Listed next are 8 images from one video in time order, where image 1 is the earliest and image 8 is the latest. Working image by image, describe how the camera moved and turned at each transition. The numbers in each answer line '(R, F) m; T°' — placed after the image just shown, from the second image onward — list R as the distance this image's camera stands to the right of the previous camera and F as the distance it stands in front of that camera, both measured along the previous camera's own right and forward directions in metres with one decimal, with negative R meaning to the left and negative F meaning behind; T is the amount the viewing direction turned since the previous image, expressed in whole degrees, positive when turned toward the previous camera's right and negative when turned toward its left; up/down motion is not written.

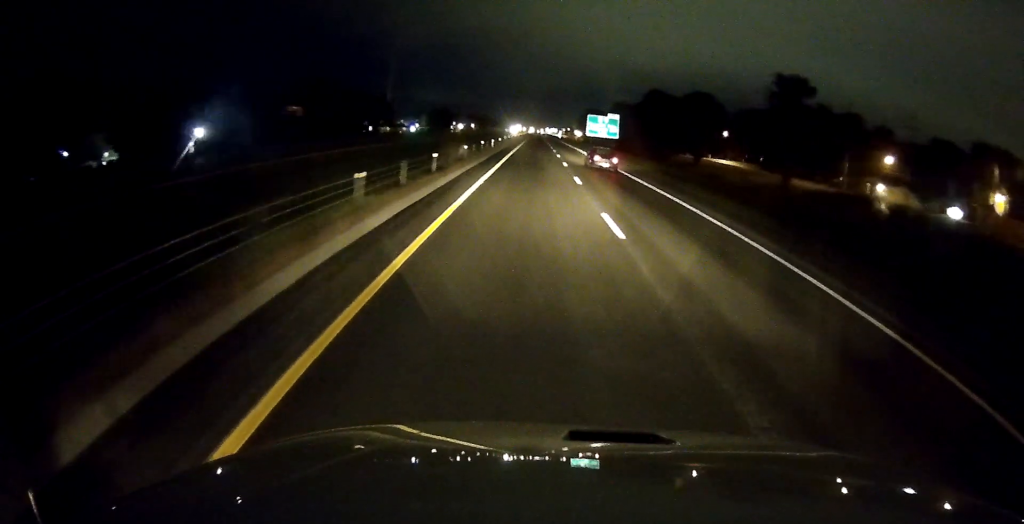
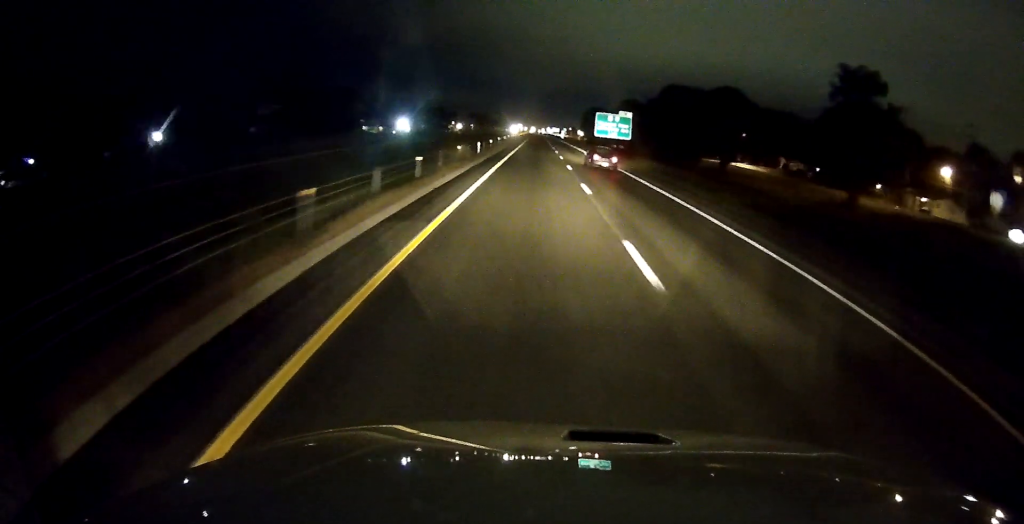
(0.0, +16.0) m; 0°
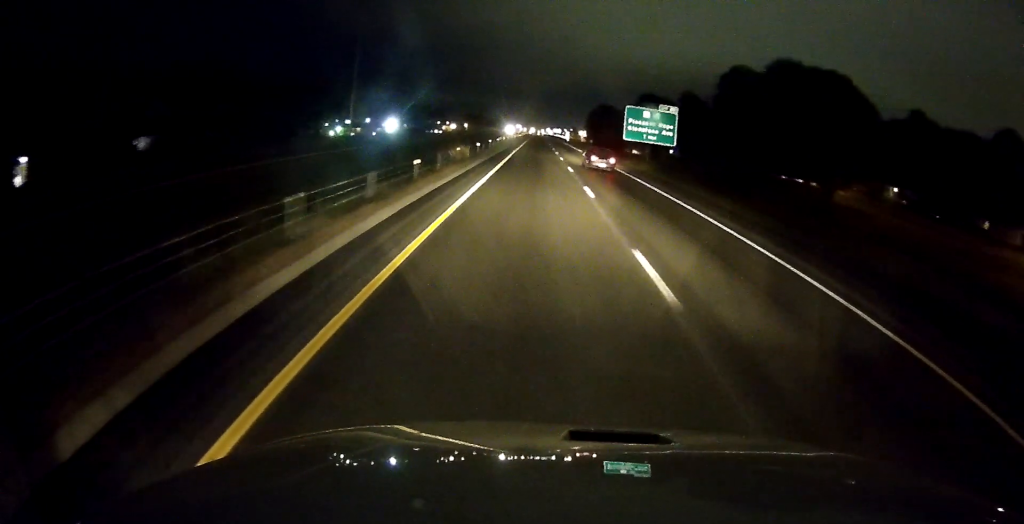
(+0.2, +36.9) m; 0°
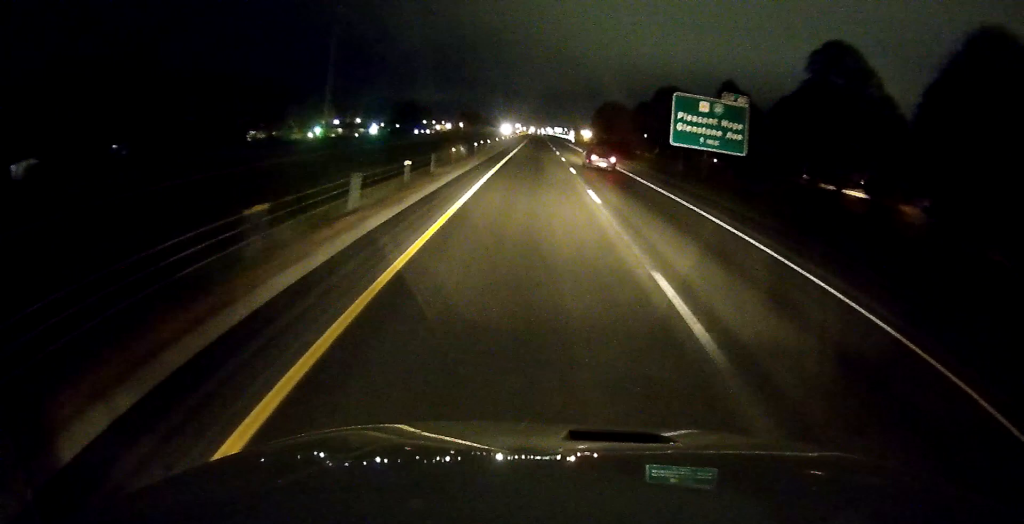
(-0.2, +26.0) m; 0°
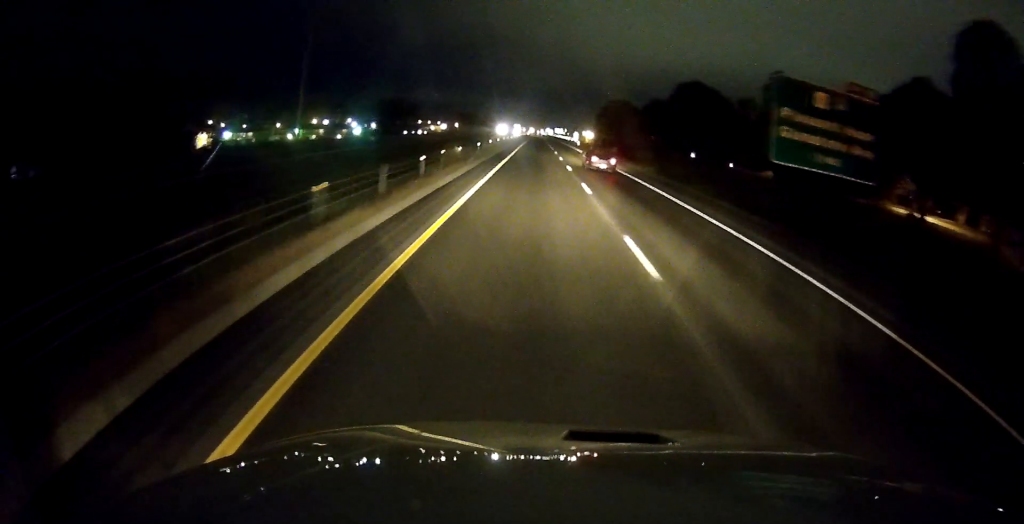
(+0.2, +21.1) m; 0°
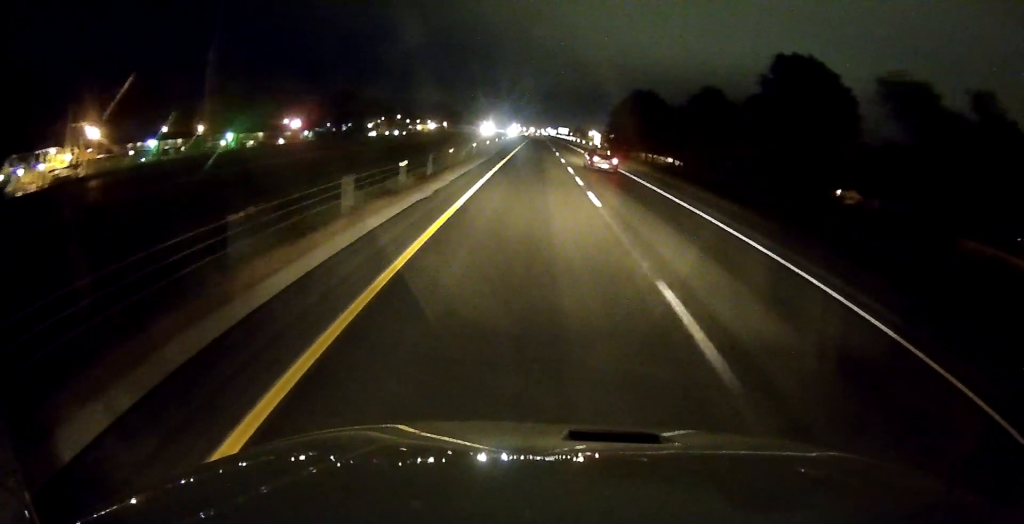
(-0.2, +52.3) m; 0°
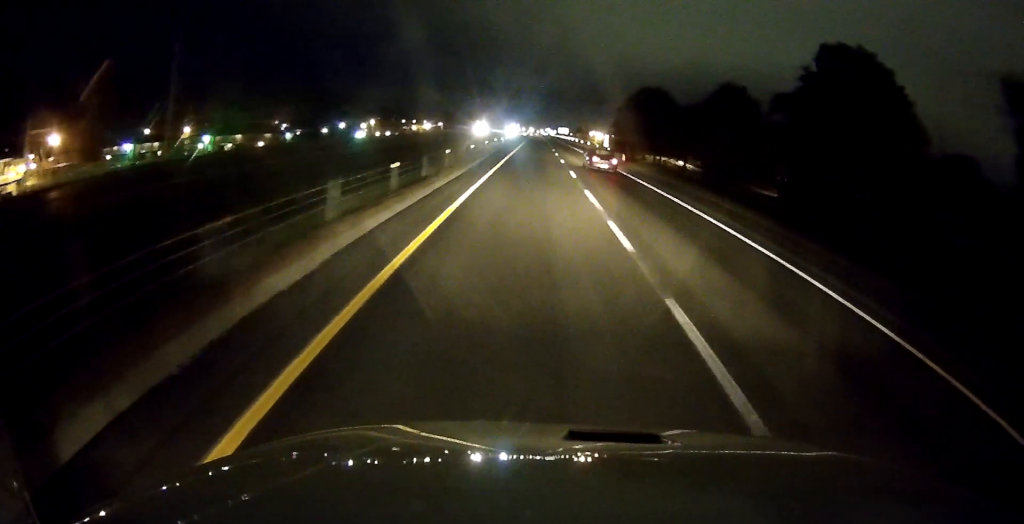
(0.0, +13.1) m; 0°
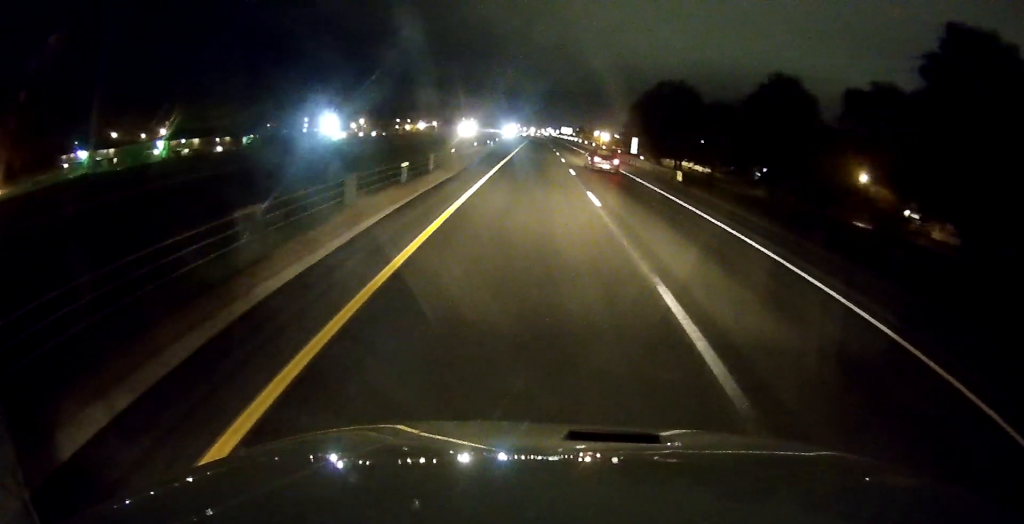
(+0.1, +23.1) m; 0°
